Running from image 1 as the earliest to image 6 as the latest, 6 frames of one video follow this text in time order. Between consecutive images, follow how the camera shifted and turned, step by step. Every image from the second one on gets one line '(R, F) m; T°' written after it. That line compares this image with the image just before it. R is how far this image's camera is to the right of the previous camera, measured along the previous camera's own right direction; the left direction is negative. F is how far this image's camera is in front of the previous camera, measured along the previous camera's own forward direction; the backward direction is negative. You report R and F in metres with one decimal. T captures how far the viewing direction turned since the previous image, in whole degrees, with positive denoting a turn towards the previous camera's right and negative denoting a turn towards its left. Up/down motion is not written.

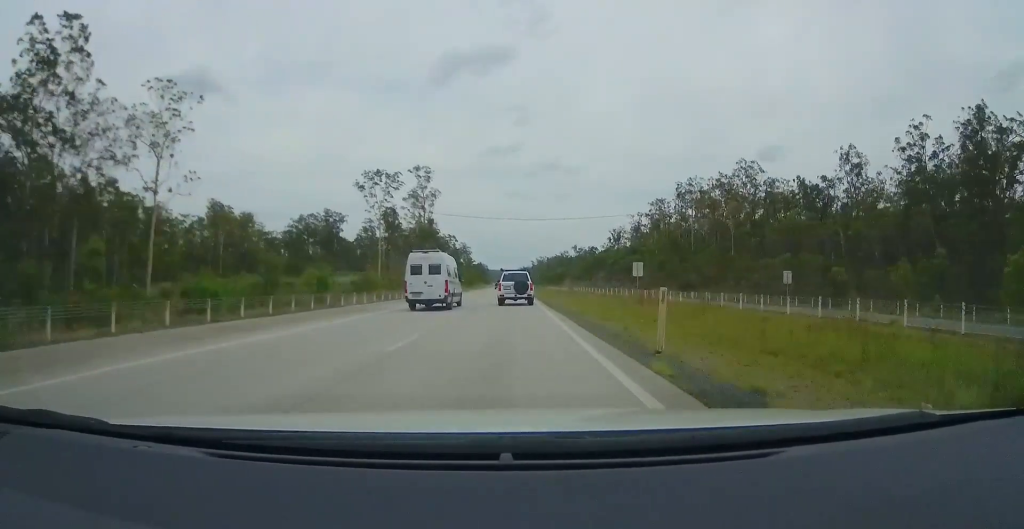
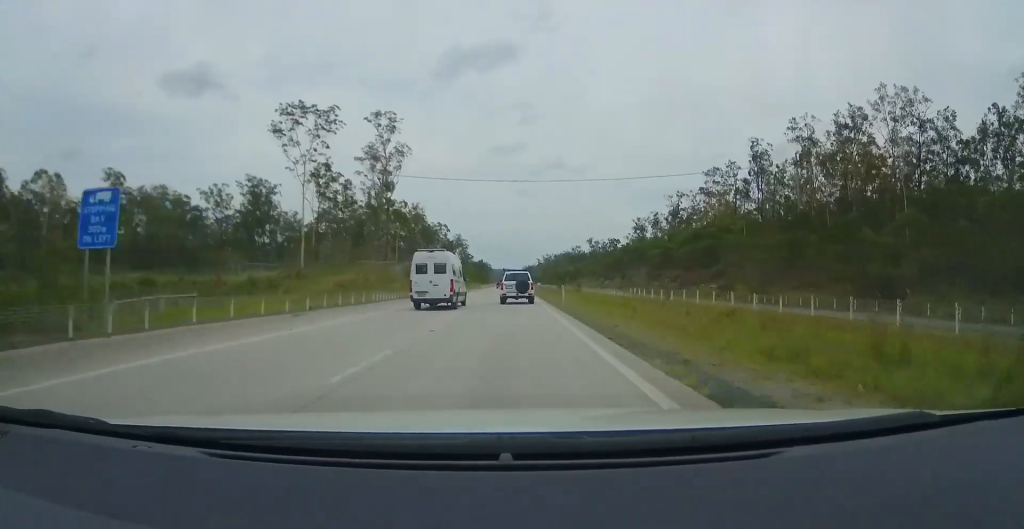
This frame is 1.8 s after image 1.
(+0.7, +52.5) m; +1°
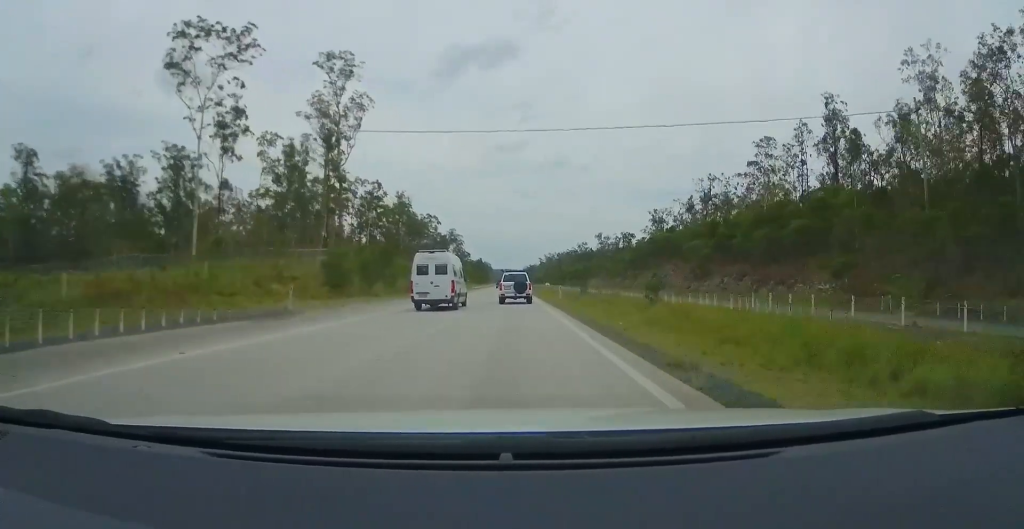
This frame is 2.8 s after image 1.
(-0.1, +30.8) m; -1°
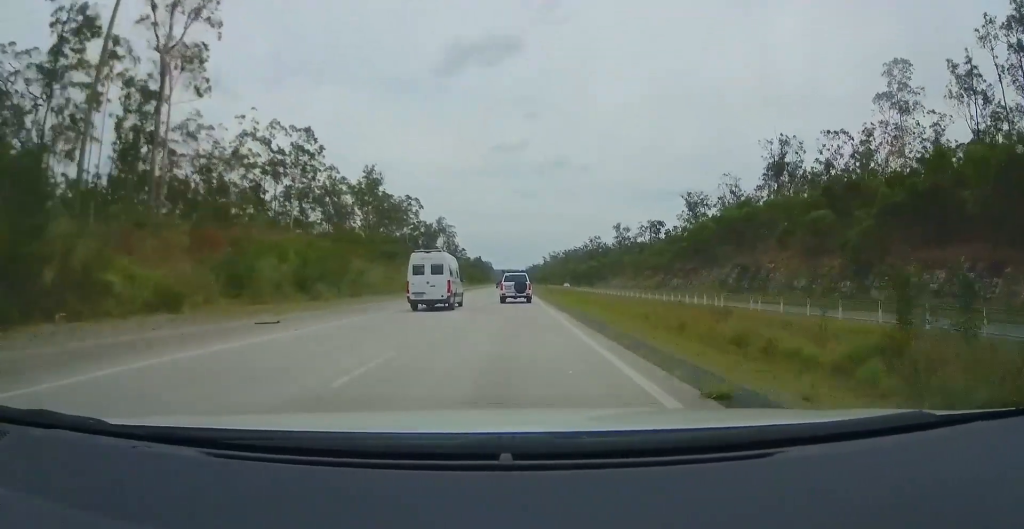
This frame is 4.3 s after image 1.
(-1.1, +43.7) m; -2°
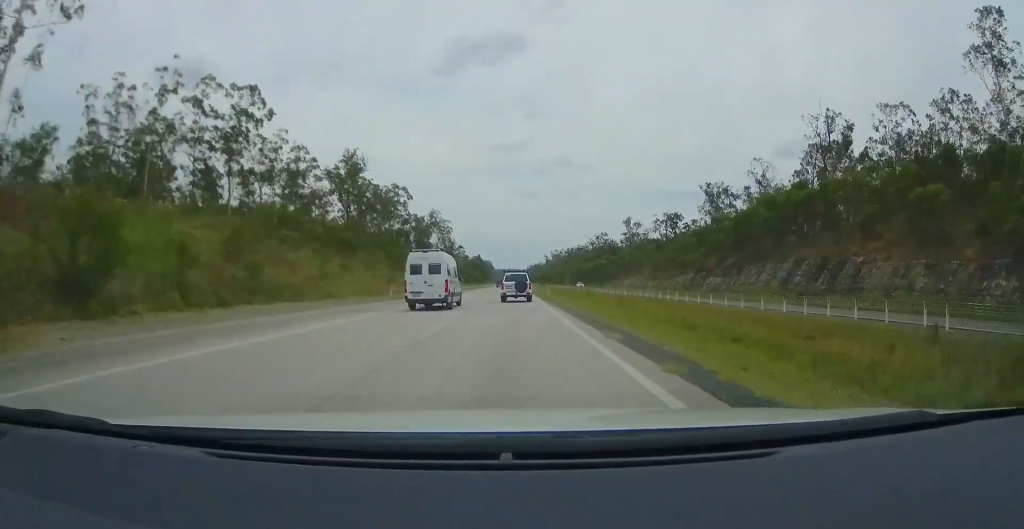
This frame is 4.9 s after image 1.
(-0.1, +18.8) m; 0°
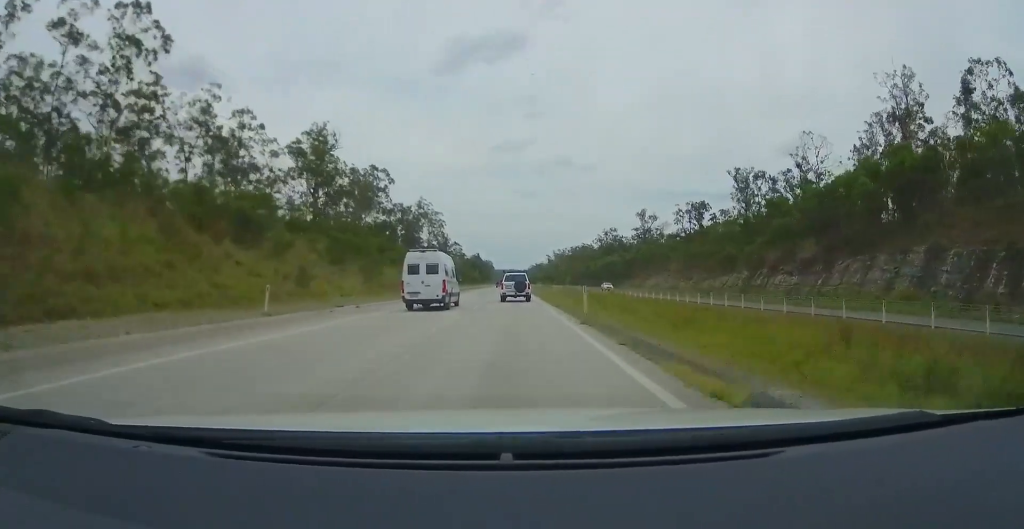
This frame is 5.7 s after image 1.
(+0.3, +22.3) m; 0°
